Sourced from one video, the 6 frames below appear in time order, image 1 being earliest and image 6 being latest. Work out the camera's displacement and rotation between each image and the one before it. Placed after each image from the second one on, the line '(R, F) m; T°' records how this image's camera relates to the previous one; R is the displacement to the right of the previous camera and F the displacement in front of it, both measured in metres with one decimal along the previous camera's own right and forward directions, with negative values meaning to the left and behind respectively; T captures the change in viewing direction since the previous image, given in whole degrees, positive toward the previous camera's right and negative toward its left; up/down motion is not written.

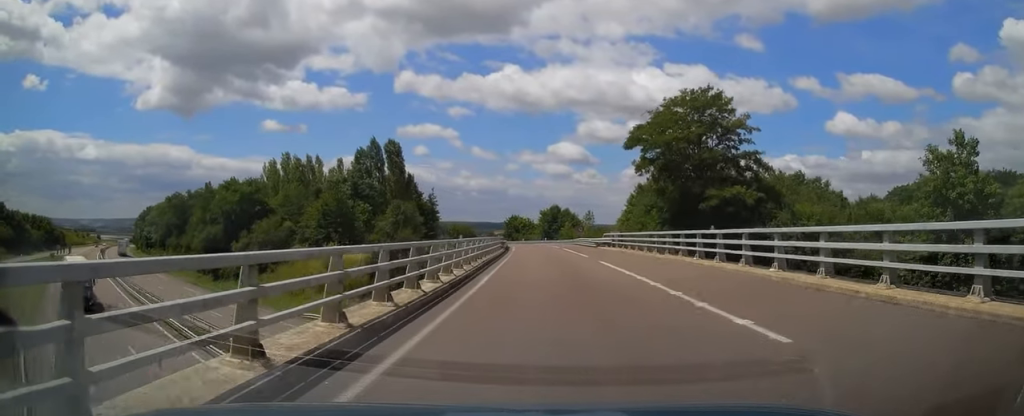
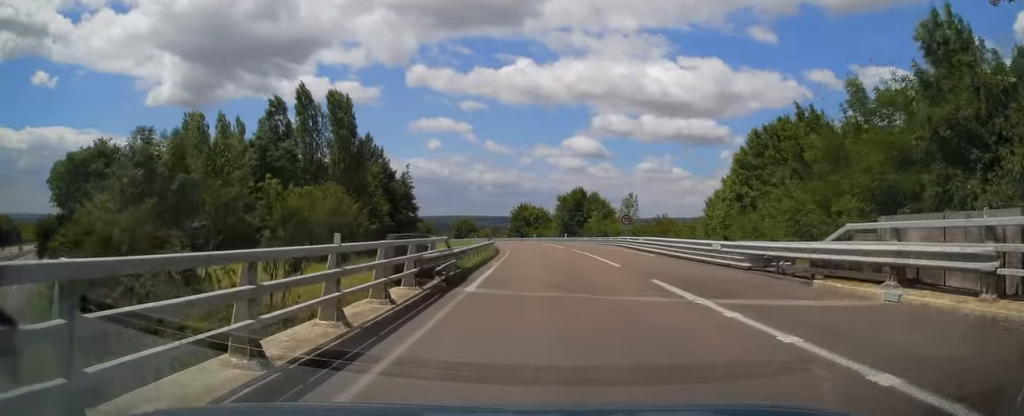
(-0.7, +37.7) m; -1°
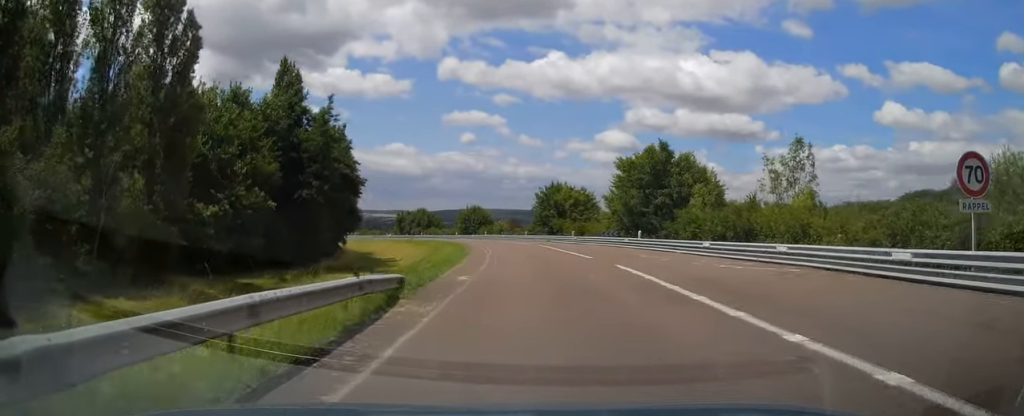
(-0.7, +45.5) m; -3°
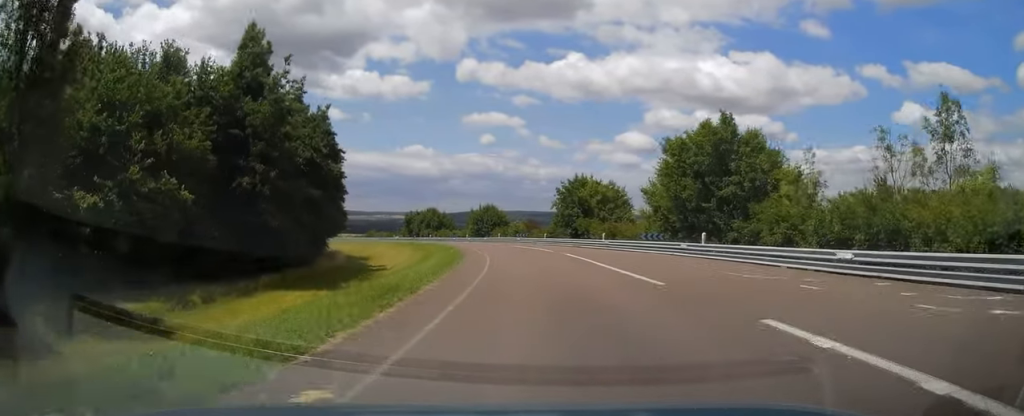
(0.0, +12.4) m; -1°
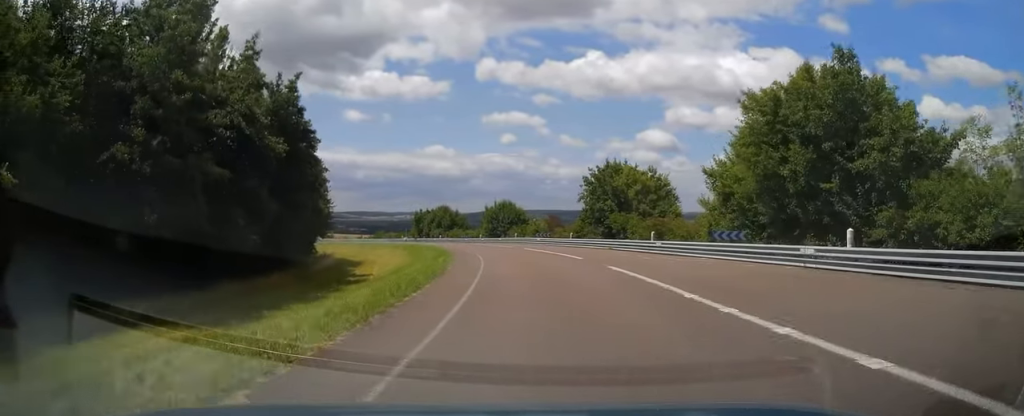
(0.0, +13.2) m; -1°
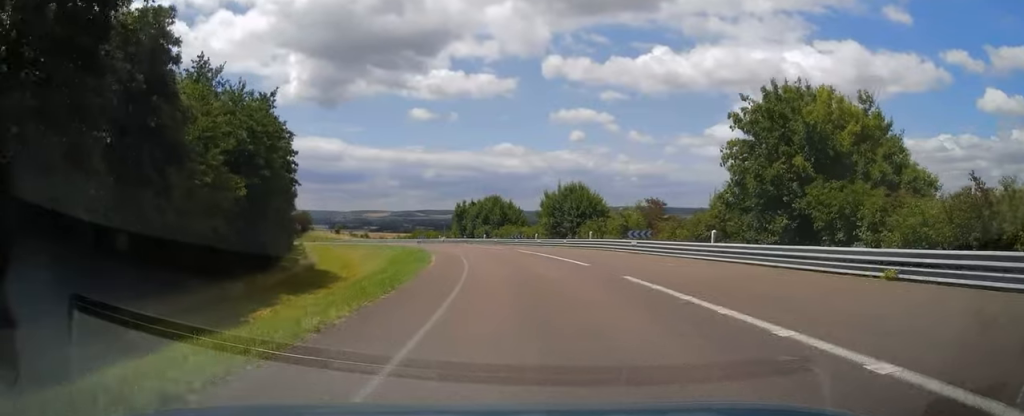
(-1.3, +29.8) m; -5°
